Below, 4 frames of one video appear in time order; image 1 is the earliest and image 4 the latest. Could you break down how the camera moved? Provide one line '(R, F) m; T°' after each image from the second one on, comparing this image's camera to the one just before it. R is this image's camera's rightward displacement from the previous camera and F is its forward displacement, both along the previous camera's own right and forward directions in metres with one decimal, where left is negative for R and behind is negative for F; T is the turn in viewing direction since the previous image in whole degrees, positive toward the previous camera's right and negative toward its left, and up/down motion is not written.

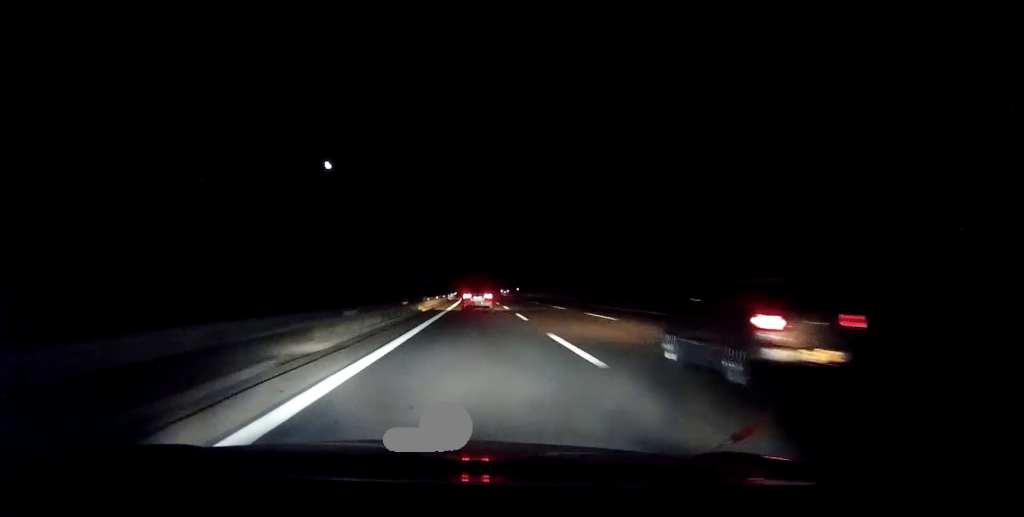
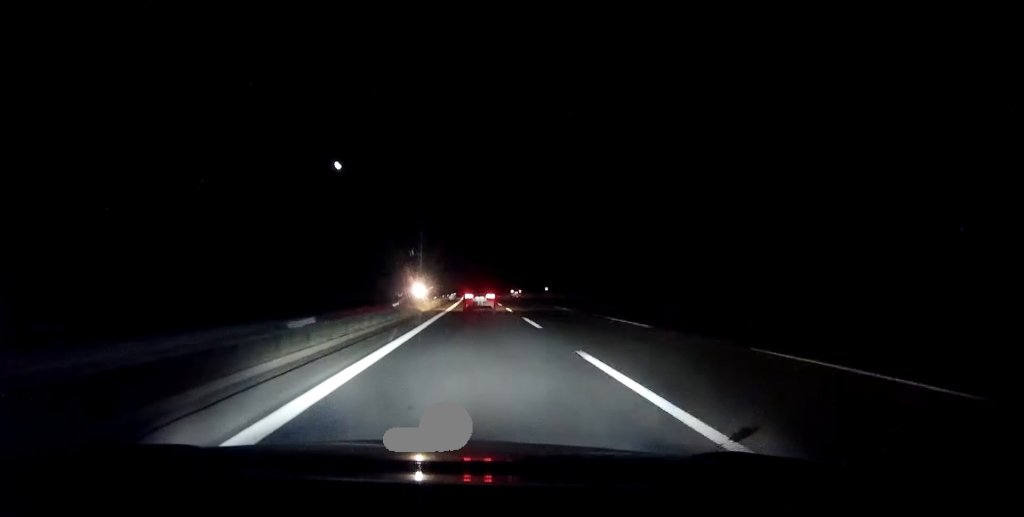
(-0.6, +64.0) m; -1°
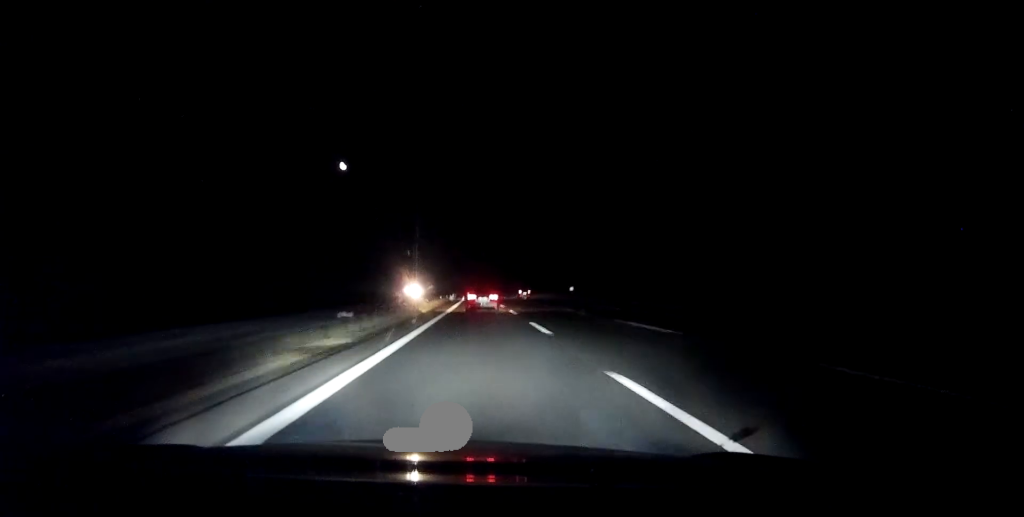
(+0.1, +32.3) m; 0°
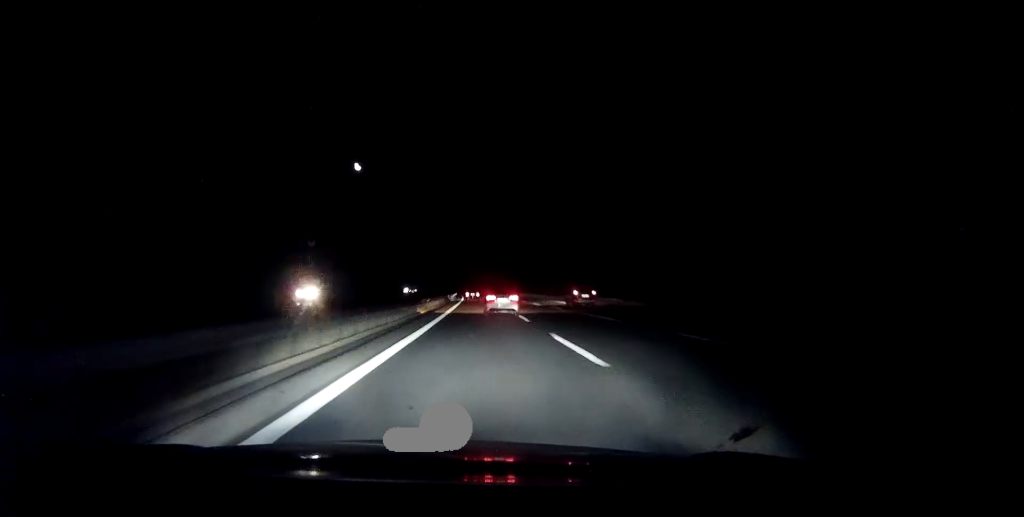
(-1.5, +110.7) m; -2°
